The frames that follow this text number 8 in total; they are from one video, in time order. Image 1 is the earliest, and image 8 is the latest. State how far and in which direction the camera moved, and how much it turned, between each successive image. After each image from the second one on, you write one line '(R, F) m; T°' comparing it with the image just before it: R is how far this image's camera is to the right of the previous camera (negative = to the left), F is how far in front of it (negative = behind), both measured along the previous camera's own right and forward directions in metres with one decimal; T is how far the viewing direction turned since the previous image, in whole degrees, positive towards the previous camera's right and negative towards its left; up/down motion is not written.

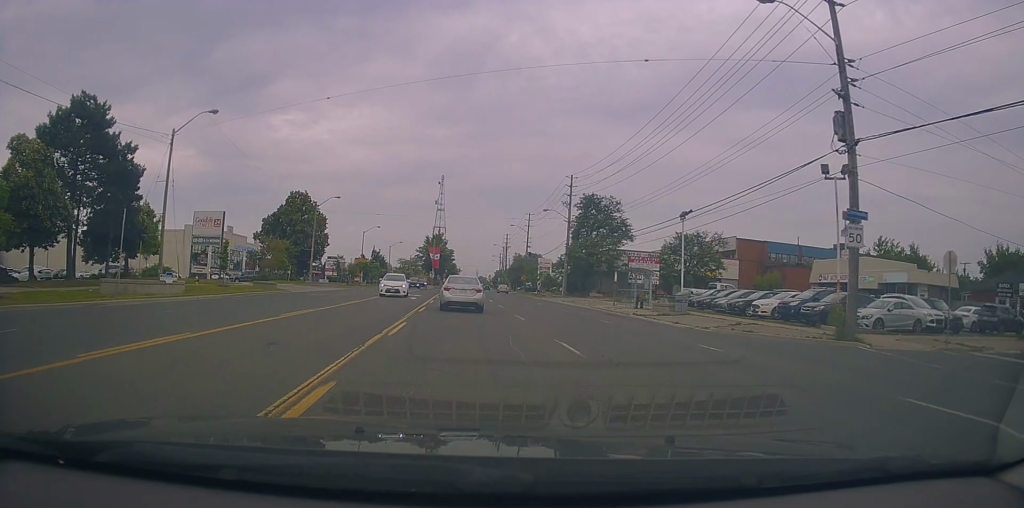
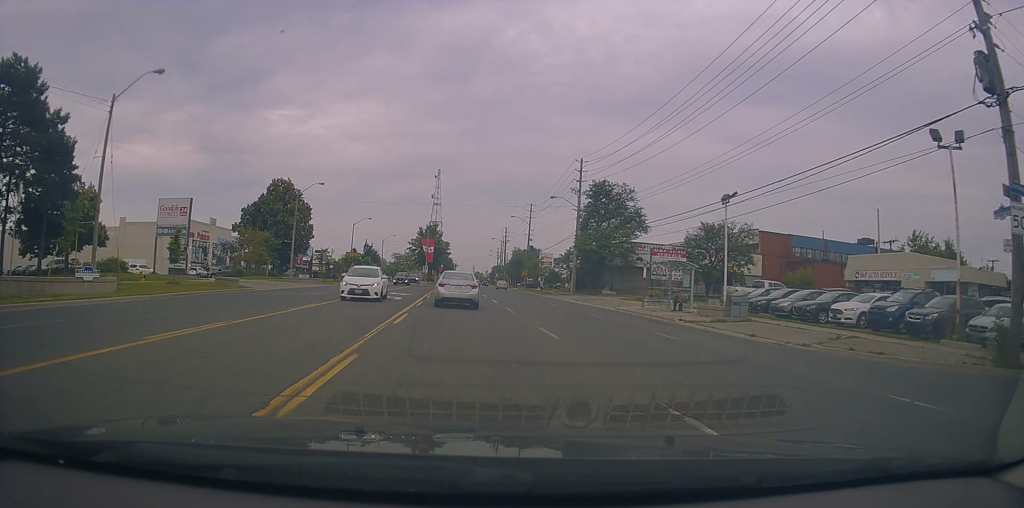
(-0.3, +7.6) m; -1°
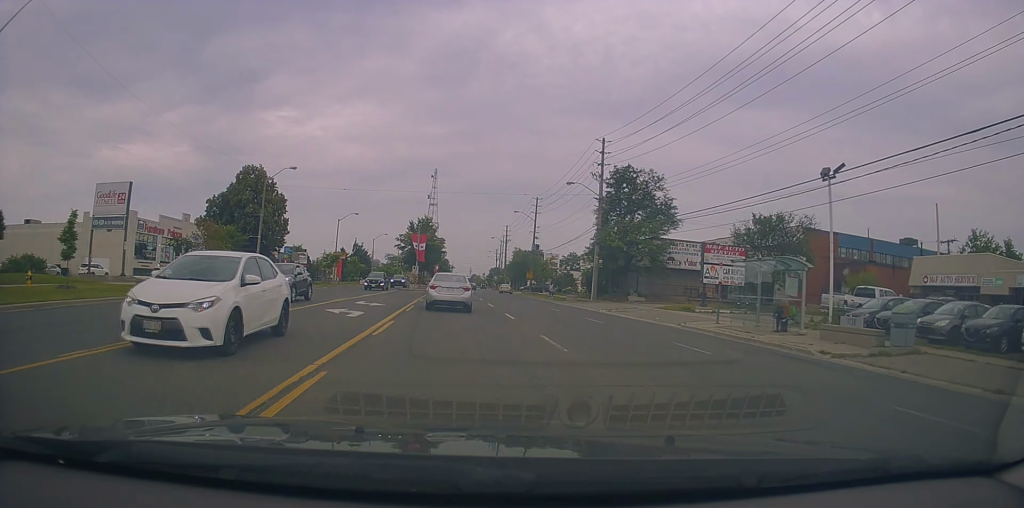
(-0.1, +10.8) m; 0°
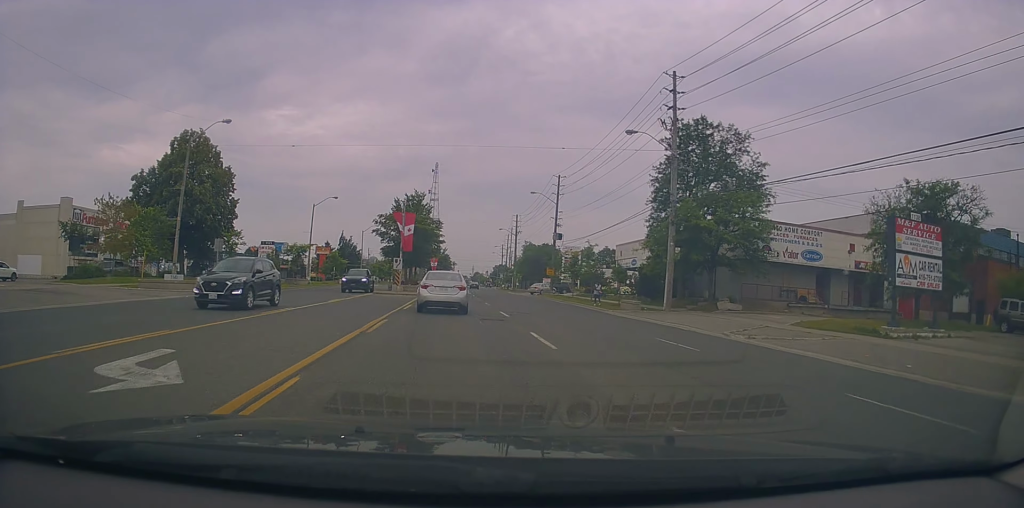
(+0.3, +17.5) m; 0°
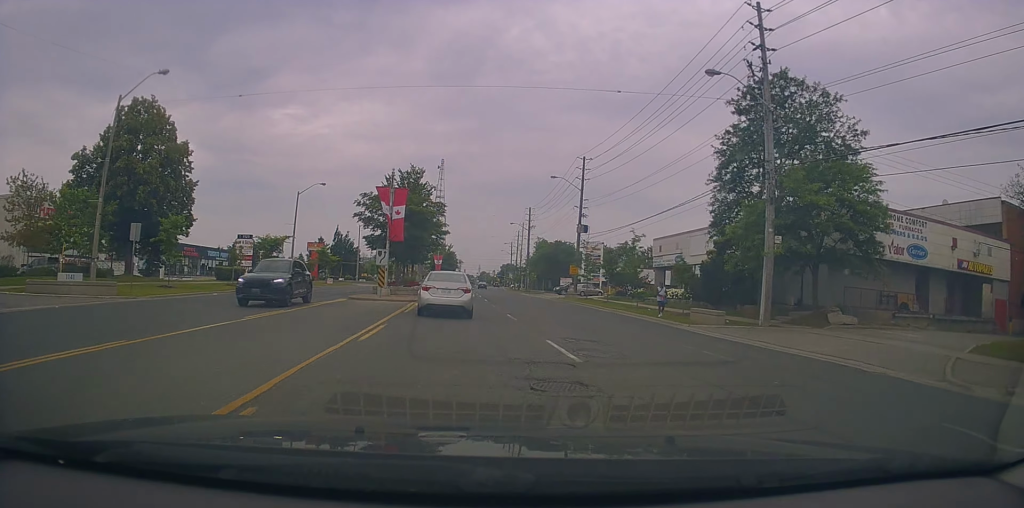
(-0.1, +10.6) m; -2°
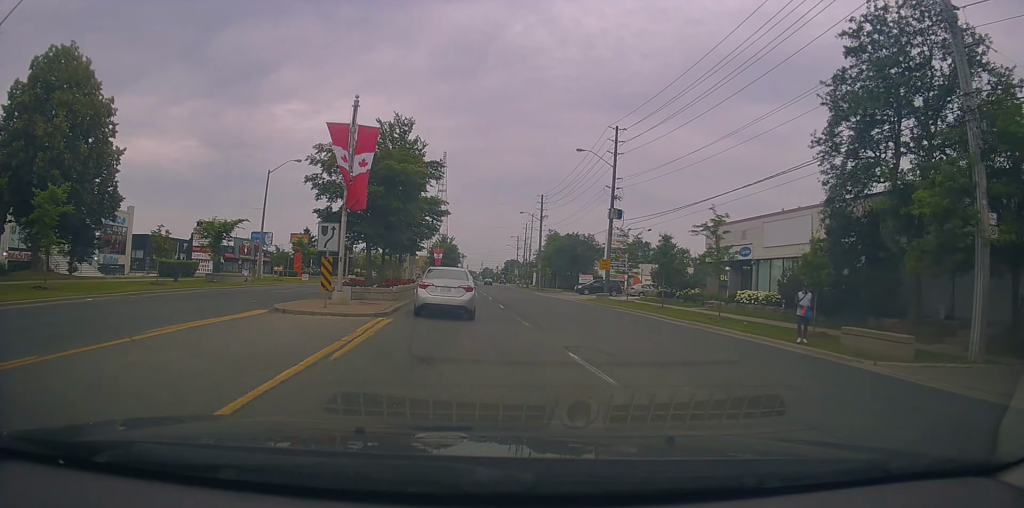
(-0.2, +11.6) m; -1°
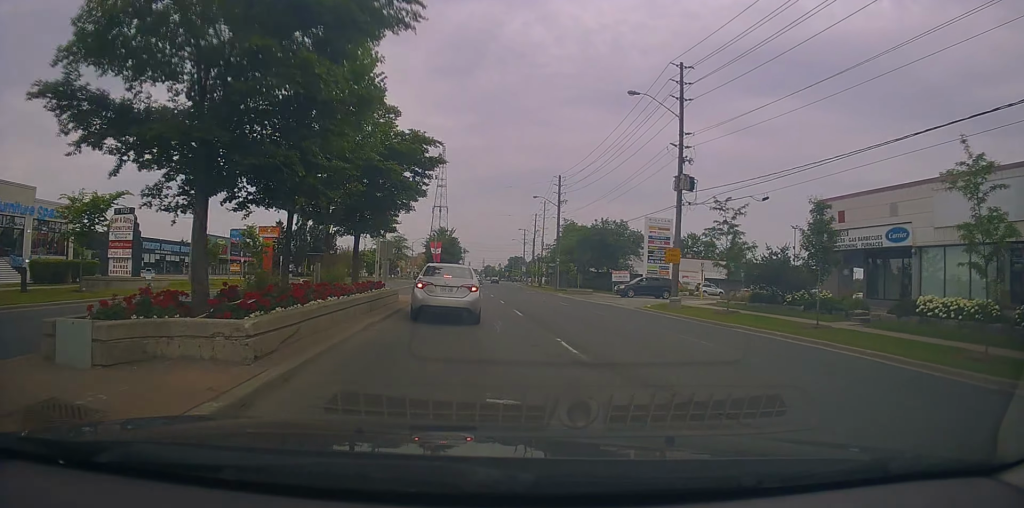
(+0.1, +15.5) m; +2°
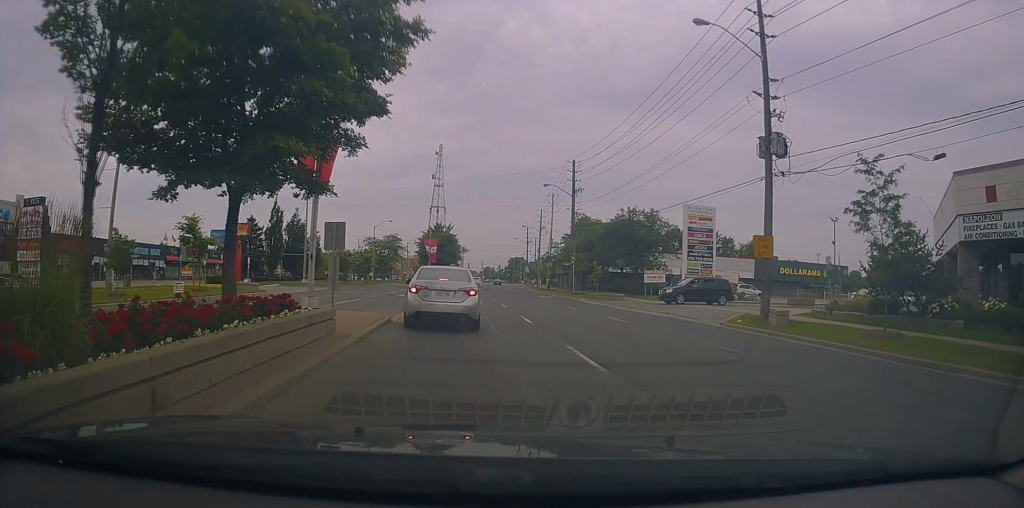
(+0.4, +11.5) m; 0°
